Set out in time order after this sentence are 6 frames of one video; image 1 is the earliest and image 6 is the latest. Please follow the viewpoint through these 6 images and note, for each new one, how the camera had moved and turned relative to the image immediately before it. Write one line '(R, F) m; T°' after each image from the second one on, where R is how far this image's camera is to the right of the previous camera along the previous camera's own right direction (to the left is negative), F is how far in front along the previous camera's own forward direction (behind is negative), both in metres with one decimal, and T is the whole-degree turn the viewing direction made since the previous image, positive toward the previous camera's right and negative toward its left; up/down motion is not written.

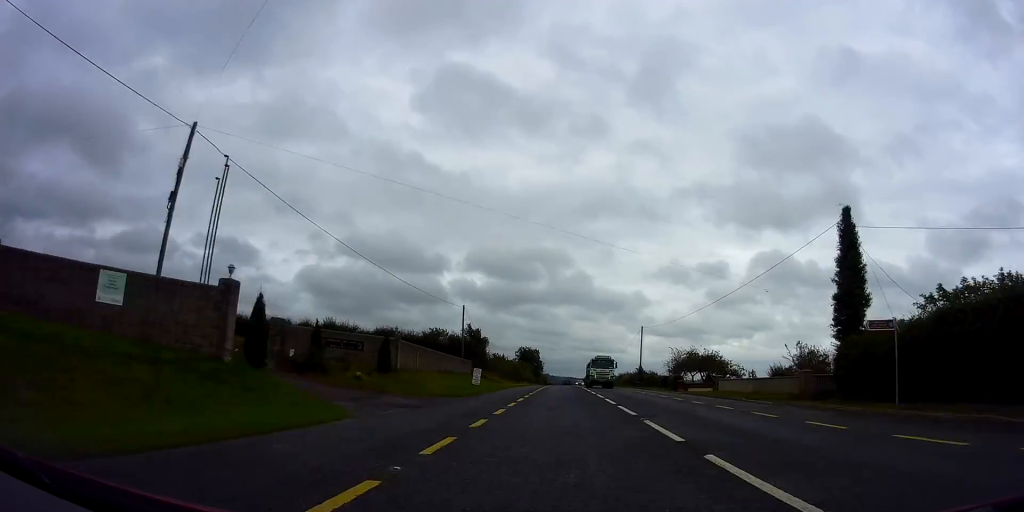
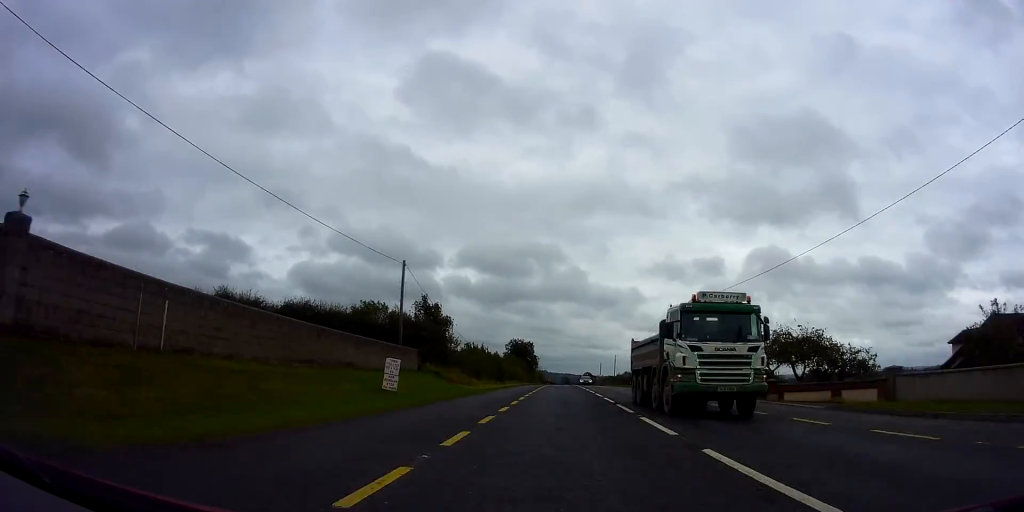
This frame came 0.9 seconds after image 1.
(0.0, +23.0) m; 0°
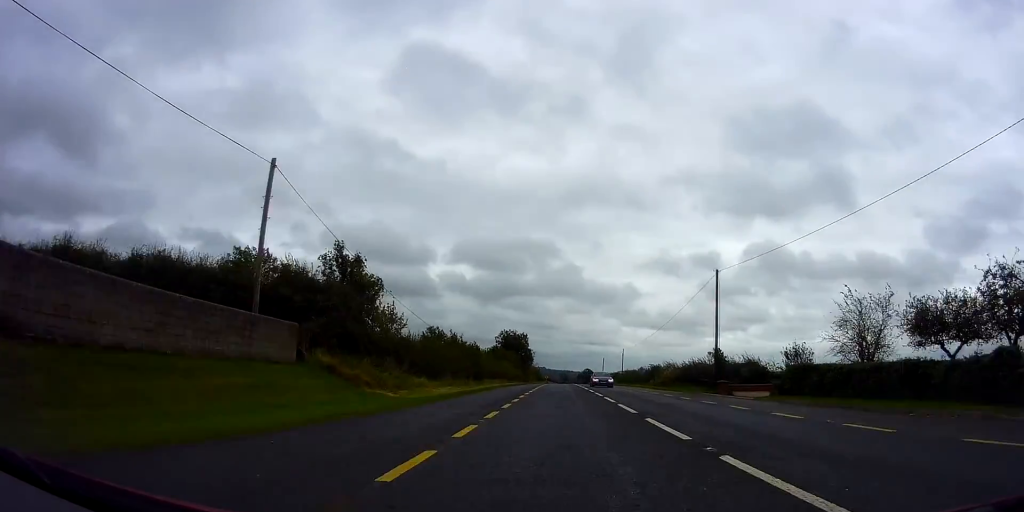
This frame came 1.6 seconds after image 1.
(-0.1, +18.6) m; +1°
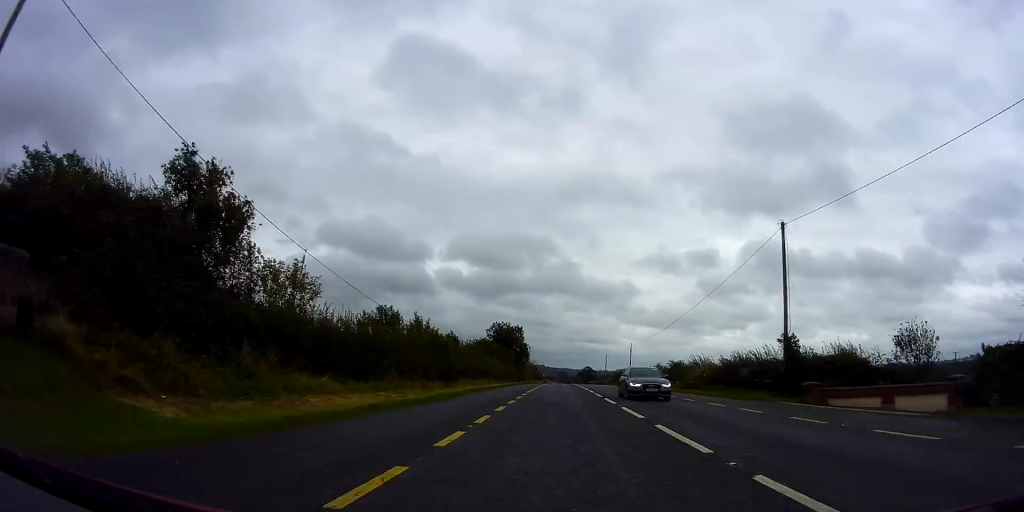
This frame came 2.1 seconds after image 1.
(+0.2, +13.2) m; 0°
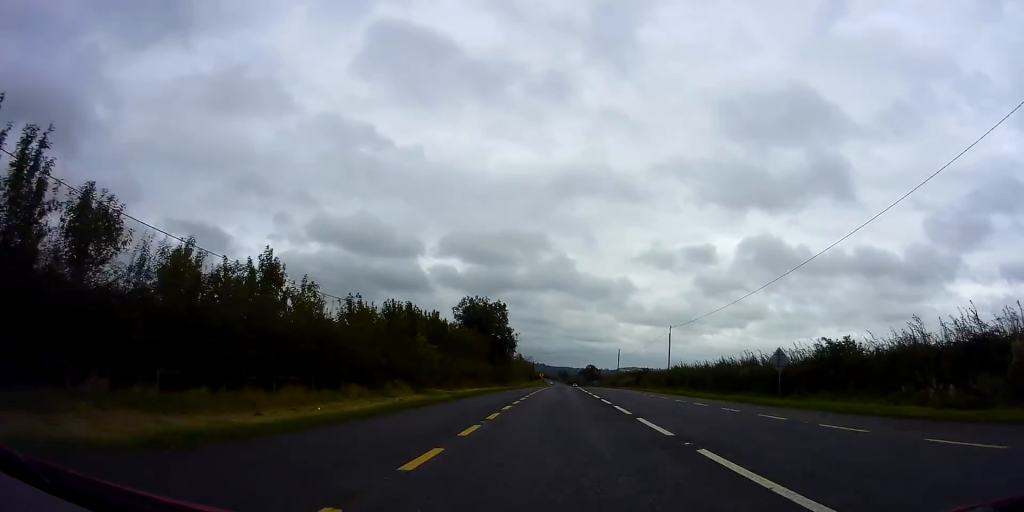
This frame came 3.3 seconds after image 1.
(+0.1, +33.6) m; -1°
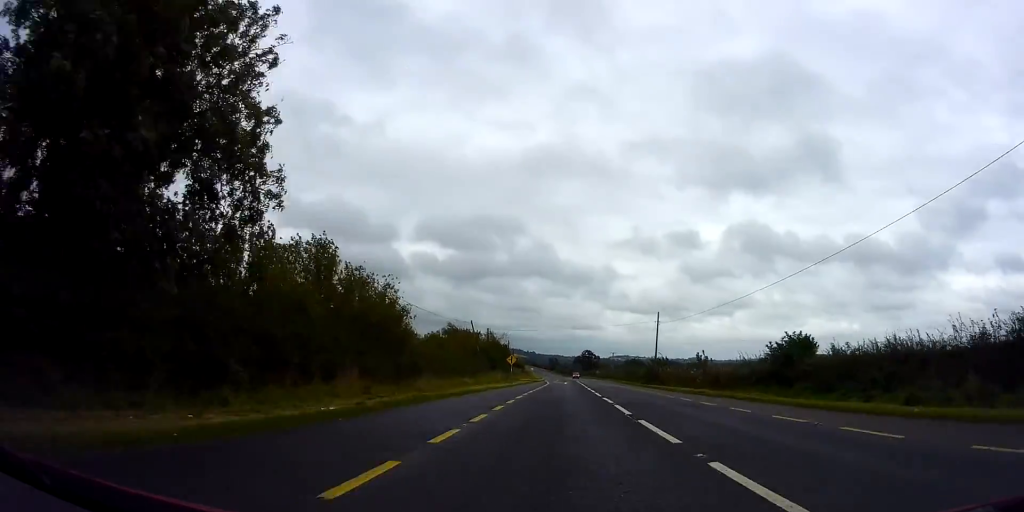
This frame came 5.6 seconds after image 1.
(-0.7, +61.0) m; -1°
